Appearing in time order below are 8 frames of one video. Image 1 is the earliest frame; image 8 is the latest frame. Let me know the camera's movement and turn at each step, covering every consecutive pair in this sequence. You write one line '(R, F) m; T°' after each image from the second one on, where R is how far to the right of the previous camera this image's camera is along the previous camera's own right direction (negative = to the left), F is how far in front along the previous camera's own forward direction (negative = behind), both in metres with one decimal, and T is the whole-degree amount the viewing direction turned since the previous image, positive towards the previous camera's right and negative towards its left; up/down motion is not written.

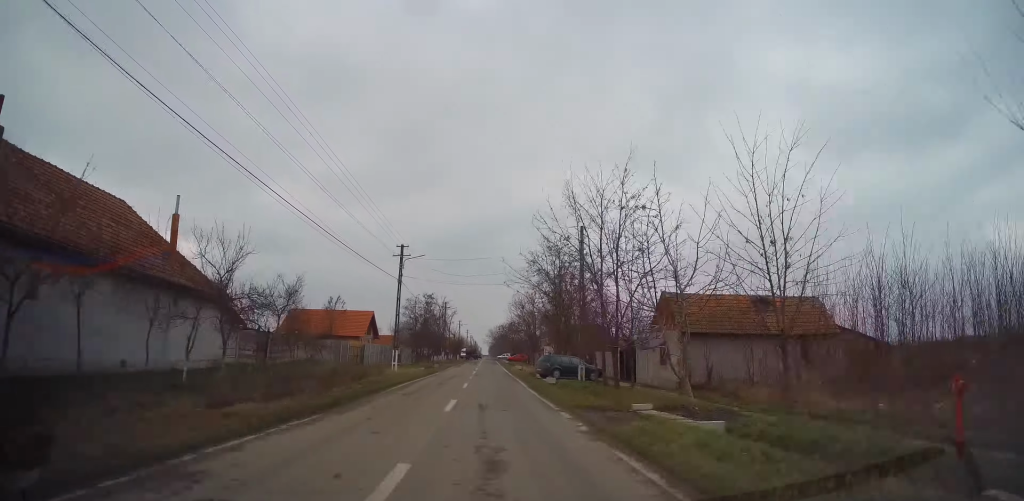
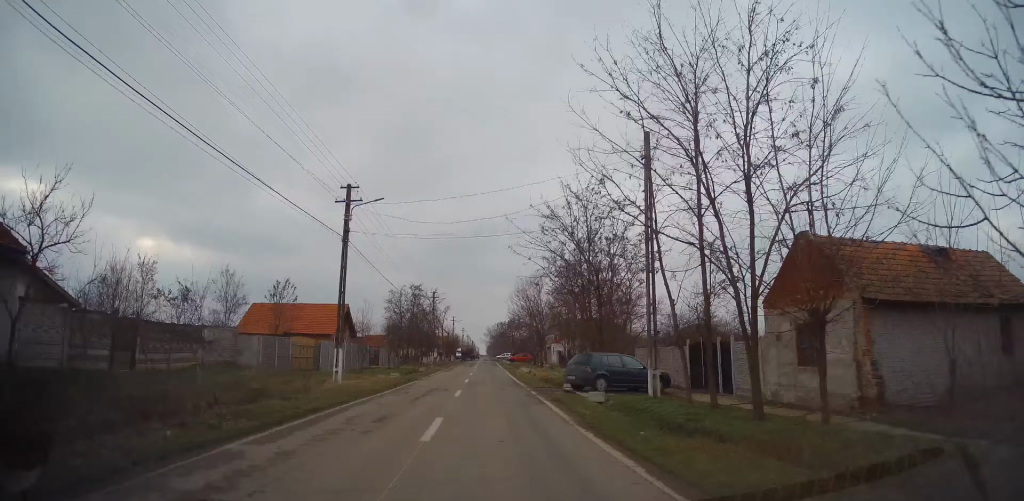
(+0.4, +12.6) m; -1°
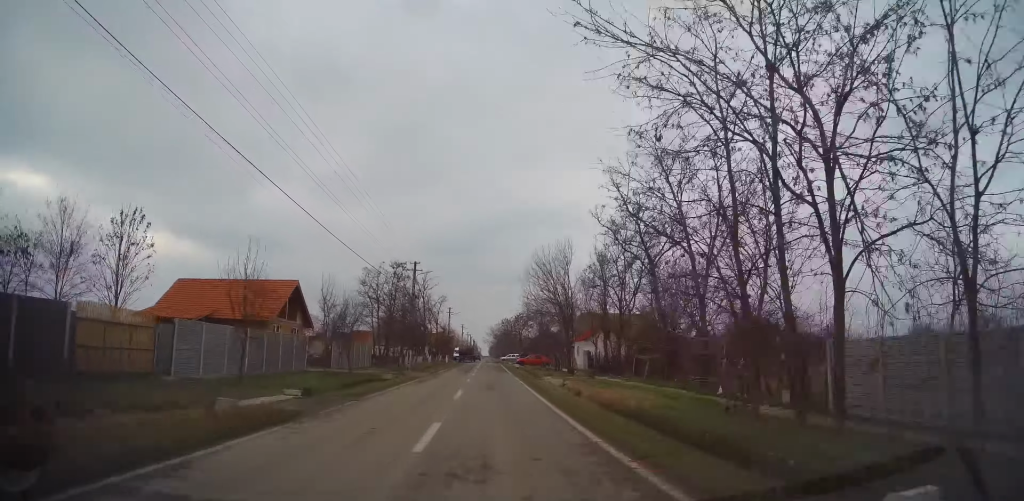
(-0.5, +18.3) m; -1°
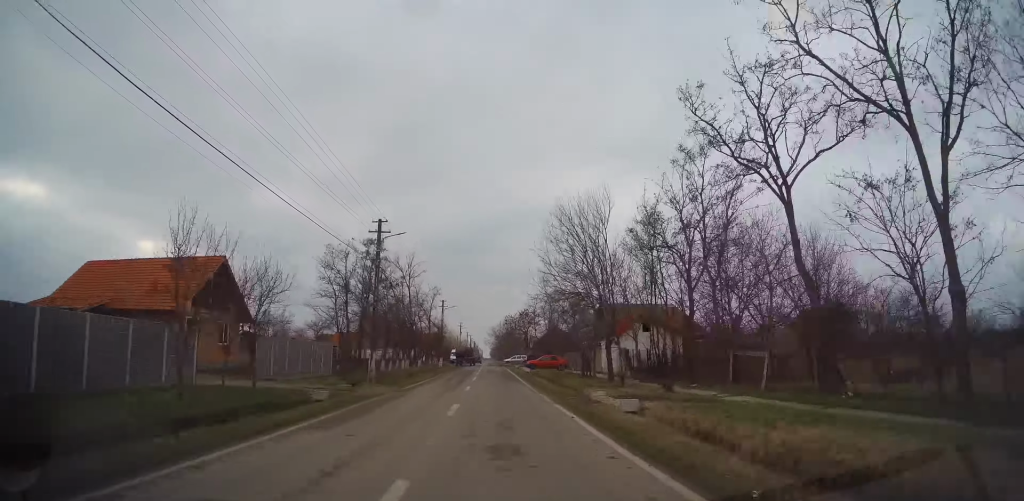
(+0.1, +13.5) m; +1°
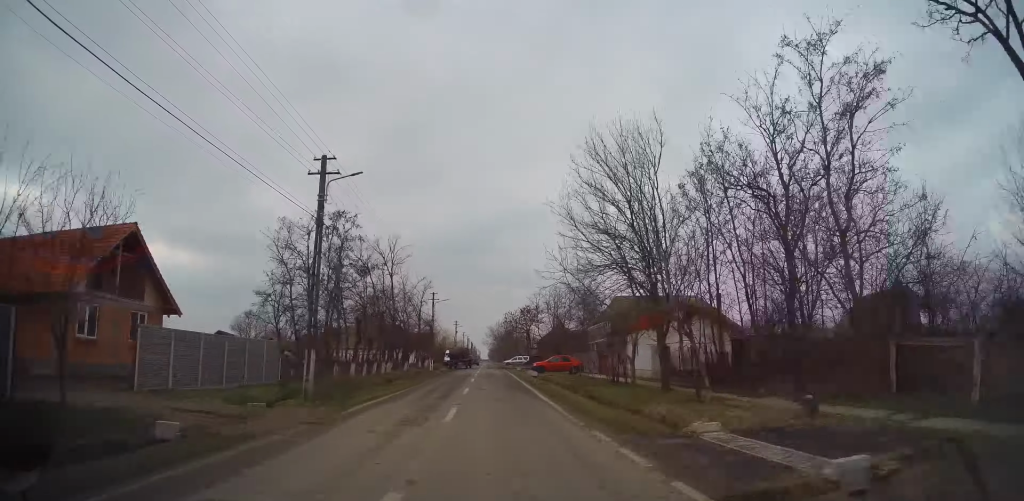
(+0.1, +9.3) m; +1°
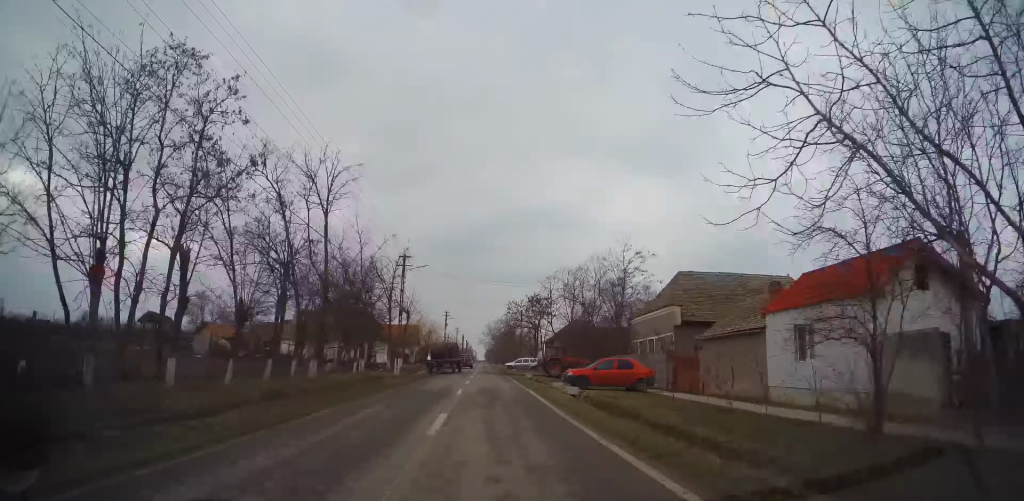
(-0.1, +20.0) m; 0°
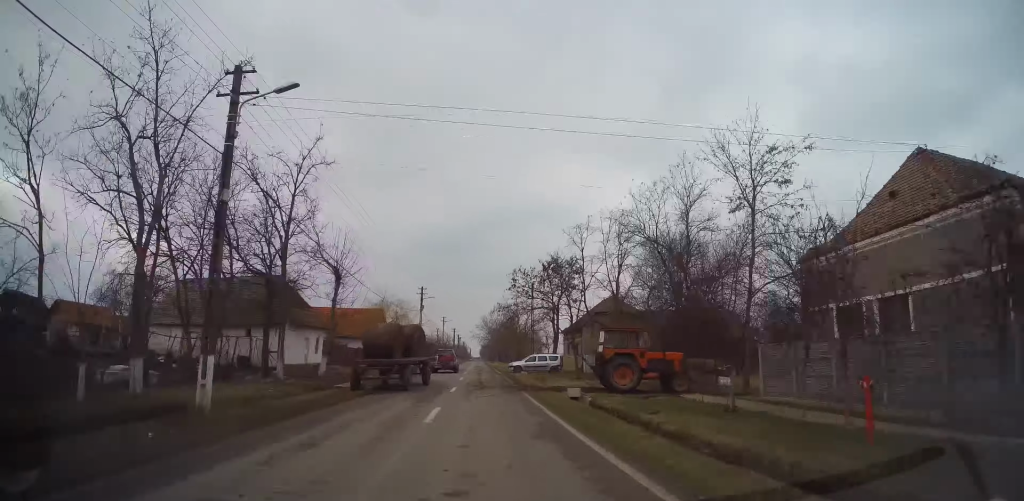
(+0.6, +24.6) m; +1°
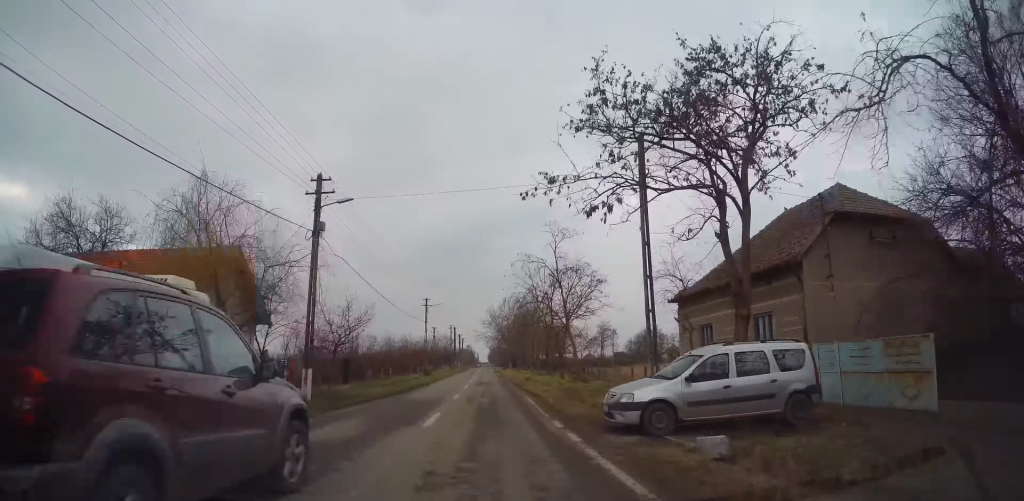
(-1.0, +34.7) m; 0°
